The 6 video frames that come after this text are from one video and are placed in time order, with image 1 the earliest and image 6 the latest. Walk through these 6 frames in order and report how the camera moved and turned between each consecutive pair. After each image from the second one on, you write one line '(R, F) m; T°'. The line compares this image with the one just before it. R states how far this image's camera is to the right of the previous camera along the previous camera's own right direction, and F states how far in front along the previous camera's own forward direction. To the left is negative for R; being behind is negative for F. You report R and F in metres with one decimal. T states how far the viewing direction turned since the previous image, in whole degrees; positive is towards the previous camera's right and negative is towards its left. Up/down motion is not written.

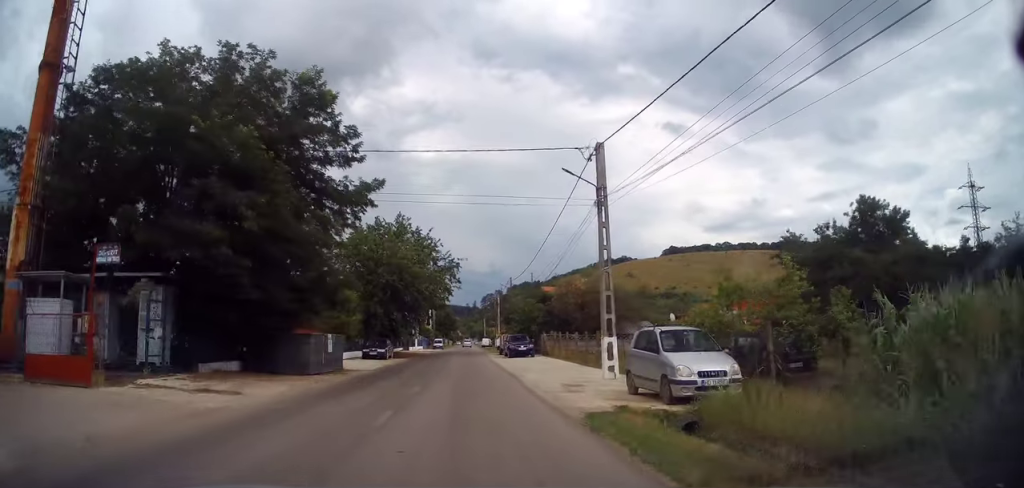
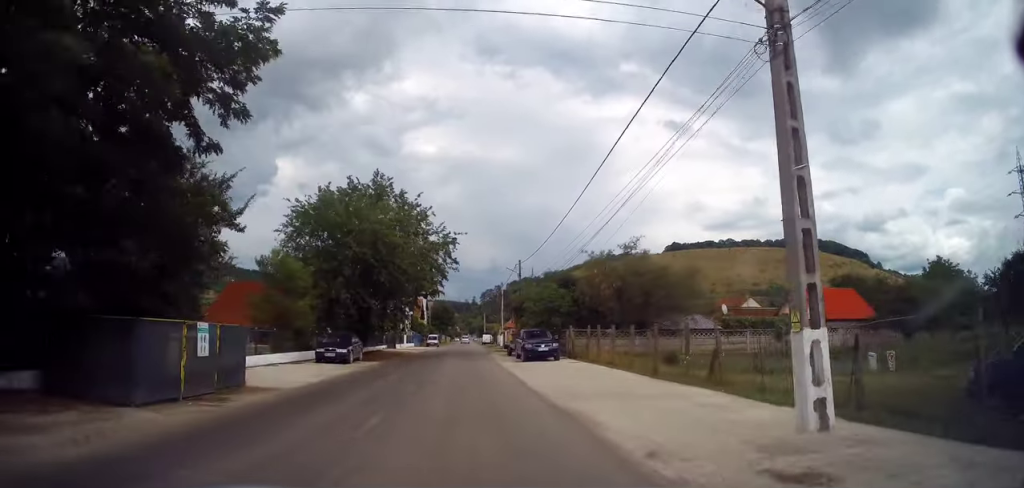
(-0.1, +10.9) m; -1°
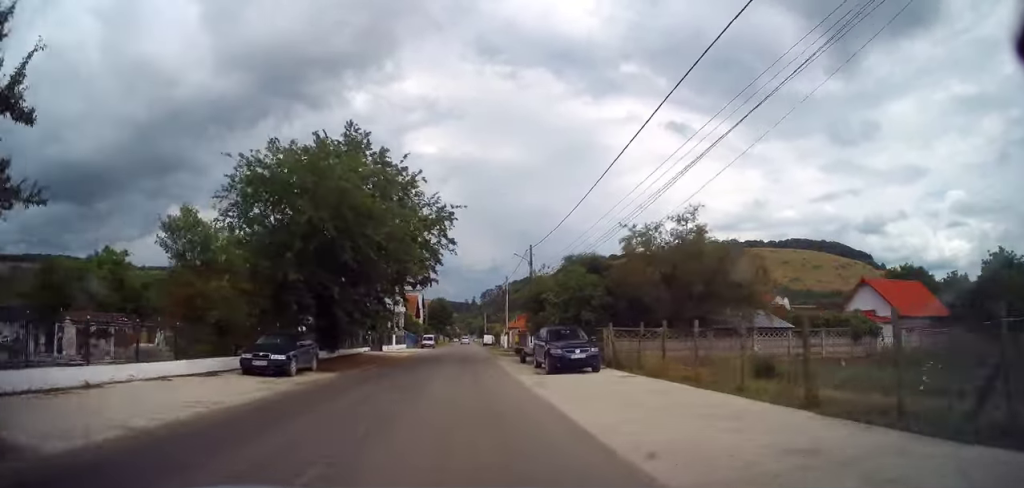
(-0.1, +8.4) m; 0°
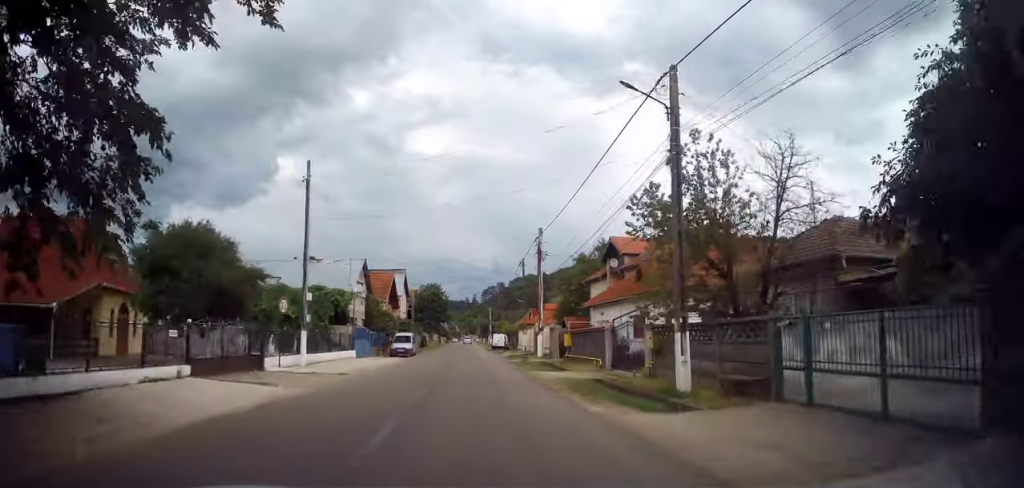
(+0.1, +27.9) m; +1°
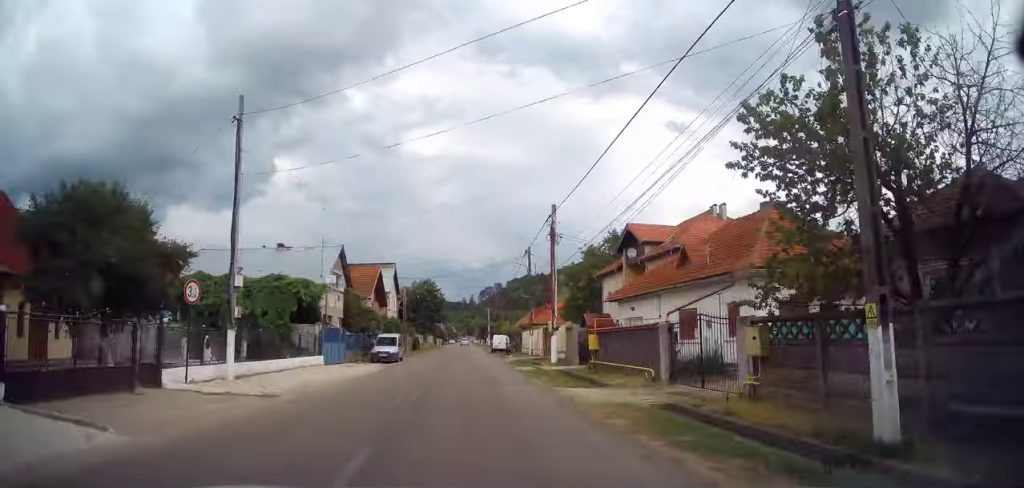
(+0.2, +6.8) m; 0°
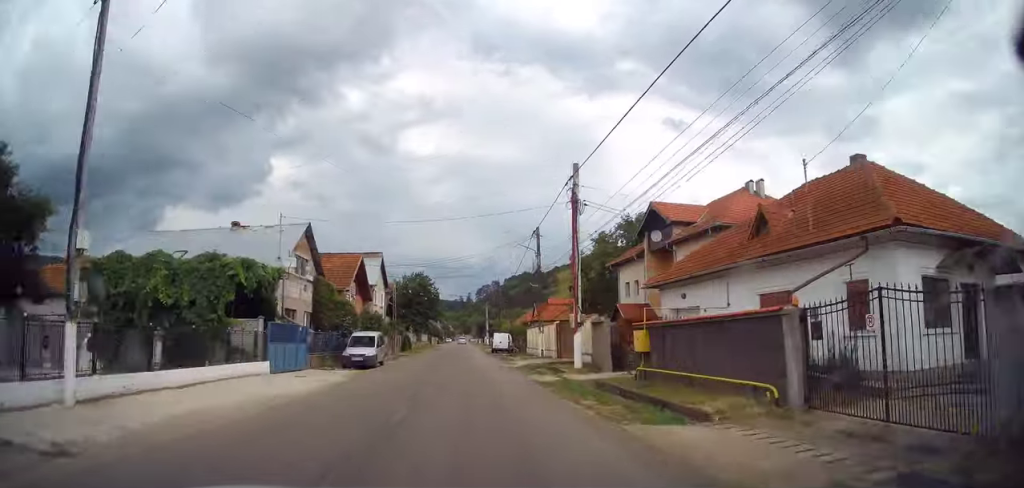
(+0.1, +6.8) m; 0°
